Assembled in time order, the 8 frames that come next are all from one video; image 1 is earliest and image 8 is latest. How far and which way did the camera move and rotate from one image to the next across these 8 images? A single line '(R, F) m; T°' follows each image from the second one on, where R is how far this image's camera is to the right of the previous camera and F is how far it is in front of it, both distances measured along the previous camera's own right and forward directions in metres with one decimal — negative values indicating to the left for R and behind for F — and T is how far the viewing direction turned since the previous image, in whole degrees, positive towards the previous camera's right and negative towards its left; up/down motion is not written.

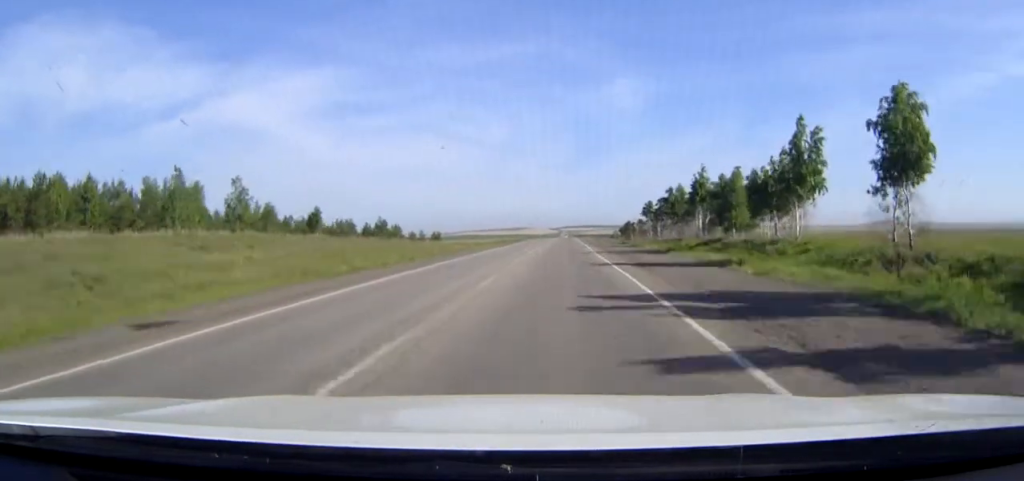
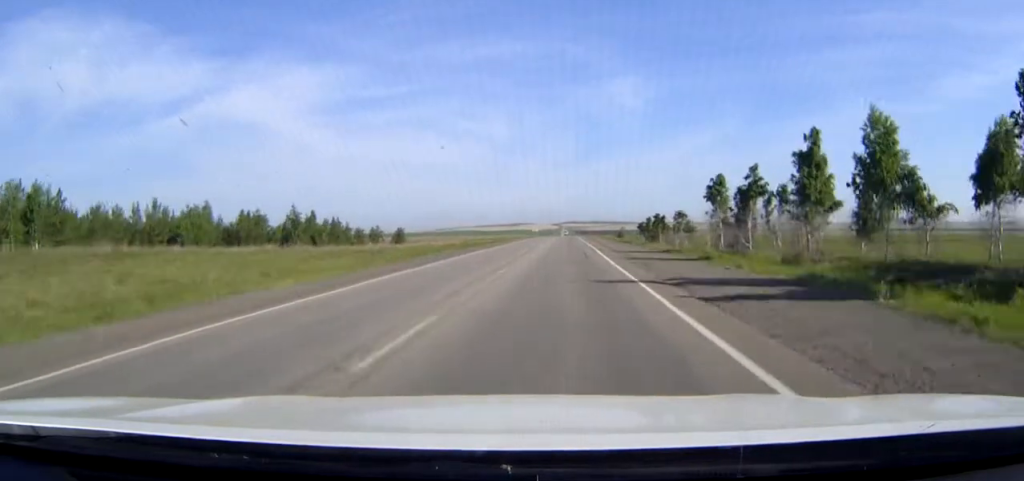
(-0.1, +57.9) m; 0°
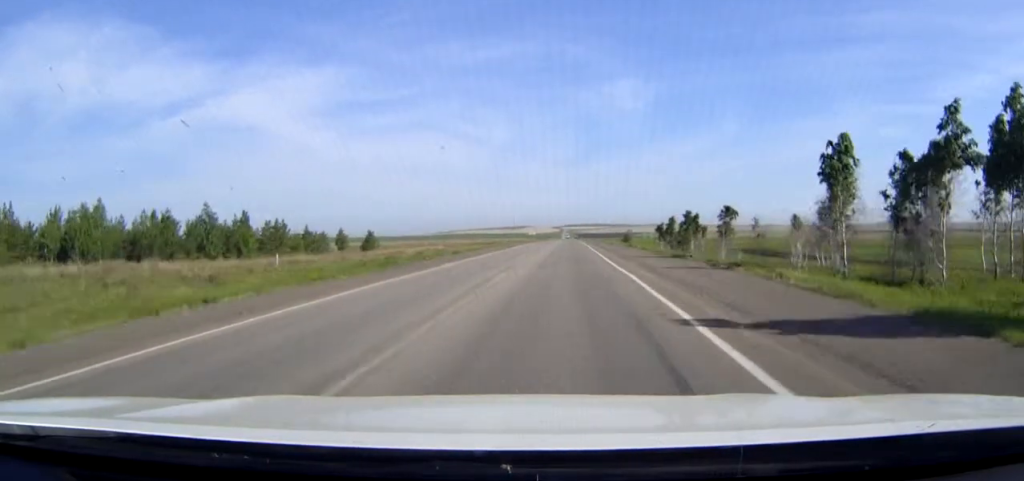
(0.0, +32.2) m; 0°
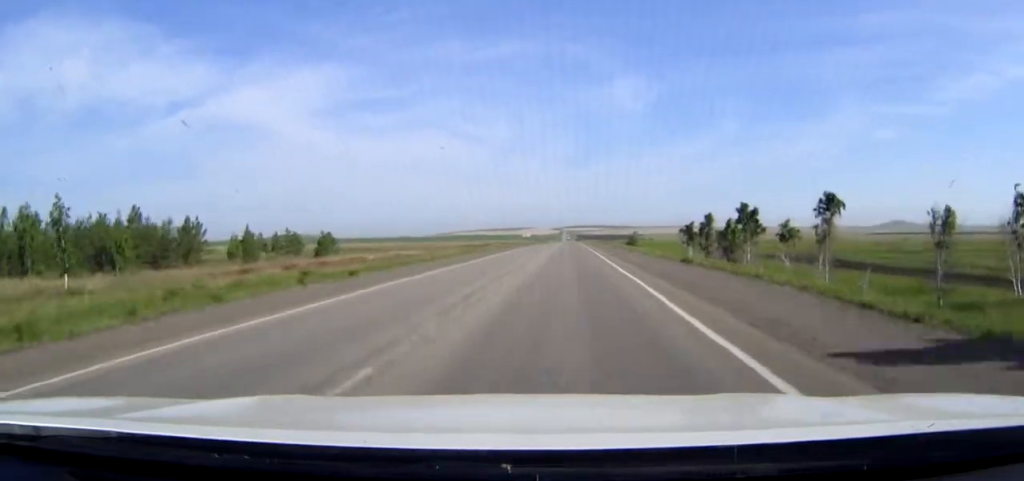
(0.0, +31.5) m; 0°
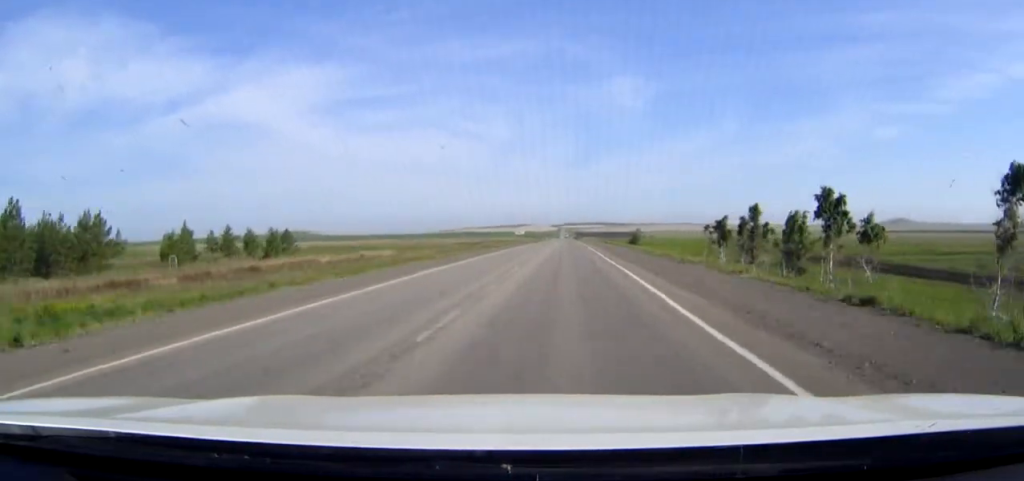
(0.0, +22.9) m; 0°
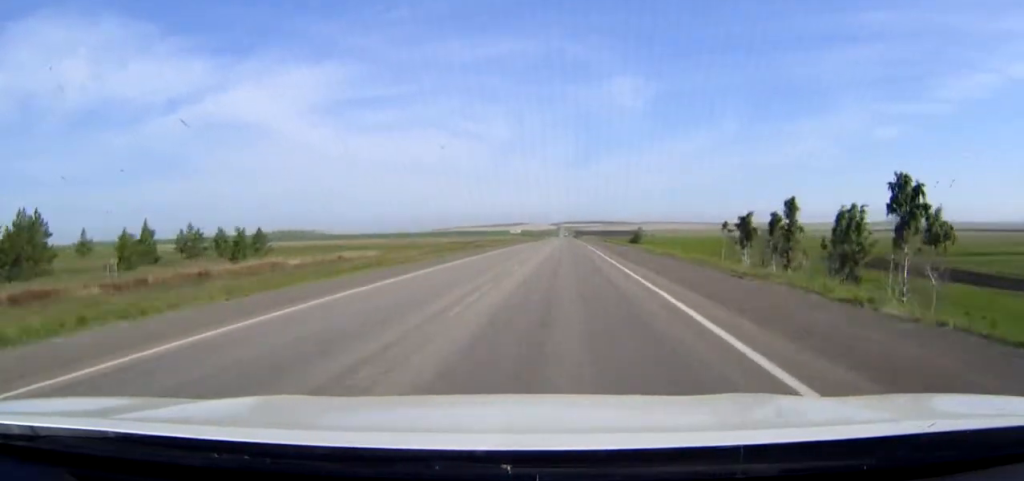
(0.0, +11.4) m; 0°
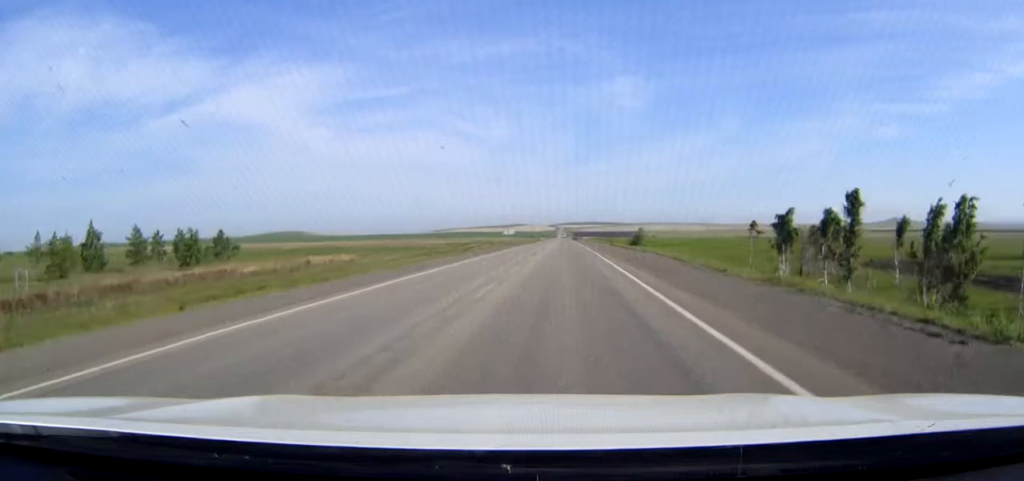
(0.0, +13.4) m; 0°
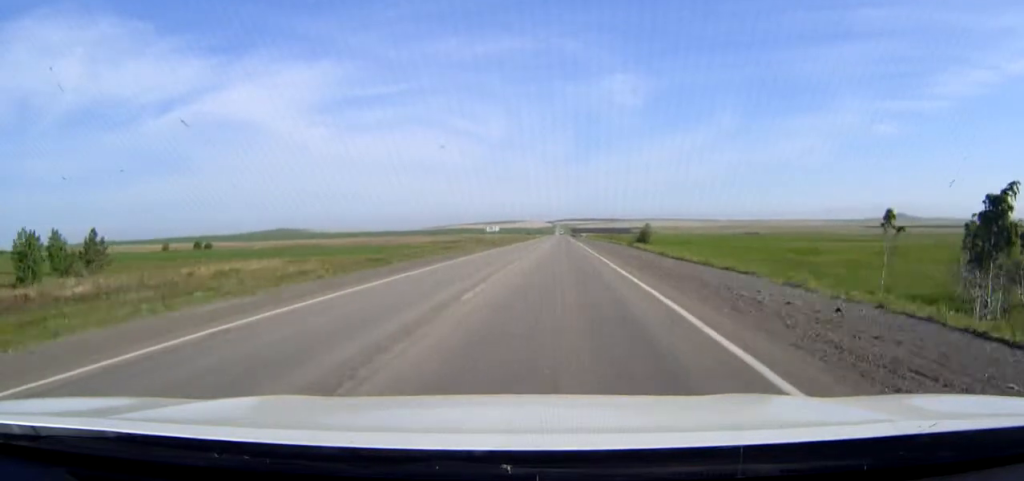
(0.0, +31.2) m; 0°
